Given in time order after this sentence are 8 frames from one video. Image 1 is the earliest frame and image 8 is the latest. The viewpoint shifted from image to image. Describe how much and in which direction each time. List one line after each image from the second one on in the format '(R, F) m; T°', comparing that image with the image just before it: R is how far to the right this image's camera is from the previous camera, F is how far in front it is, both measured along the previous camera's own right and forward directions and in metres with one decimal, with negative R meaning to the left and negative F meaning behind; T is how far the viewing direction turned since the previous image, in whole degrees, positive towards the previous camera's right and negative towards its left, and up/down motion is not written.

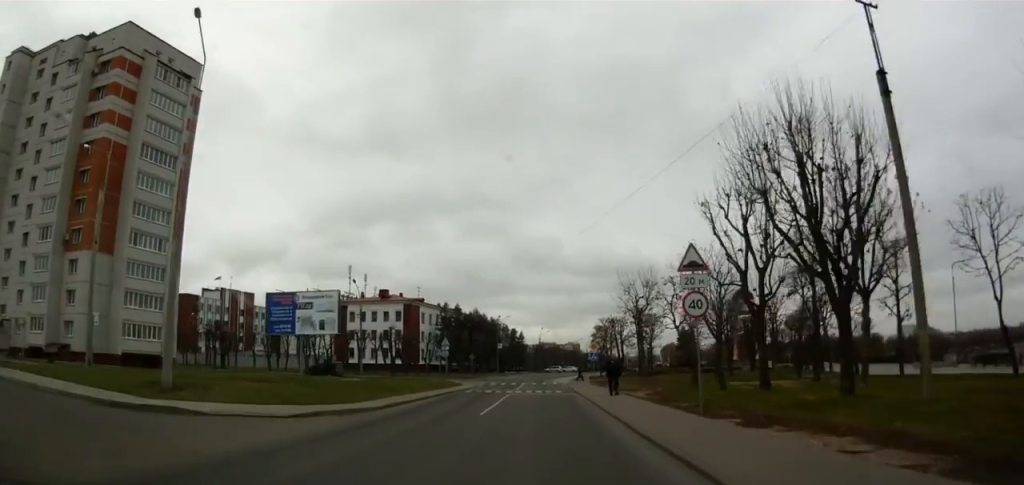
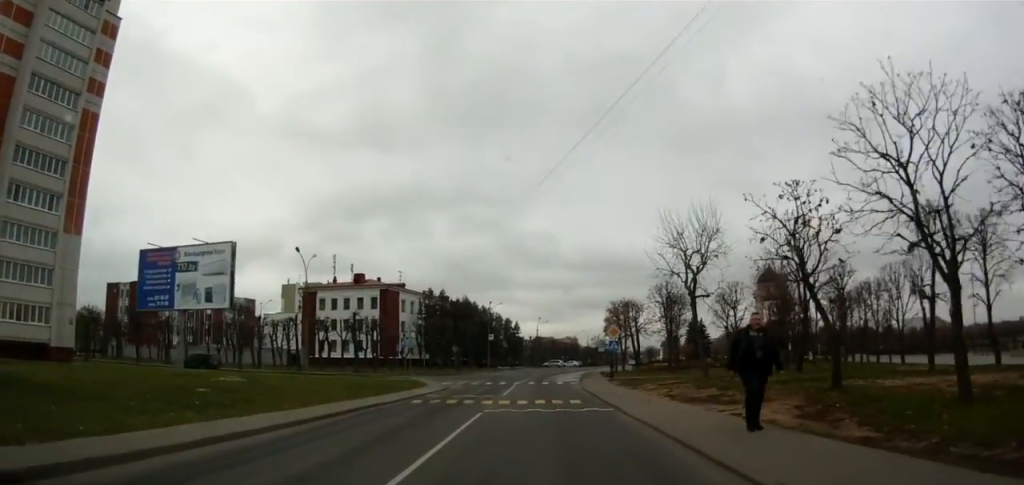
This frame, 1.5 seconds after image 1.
(-0.1, +15.2) m; -1°
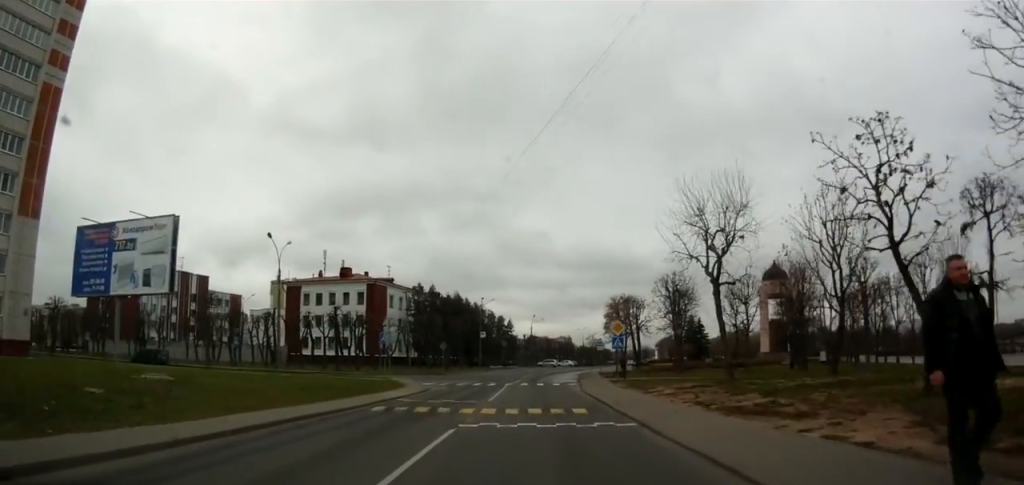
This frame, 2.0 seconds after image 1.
(0.0, +4.7) m; +1°
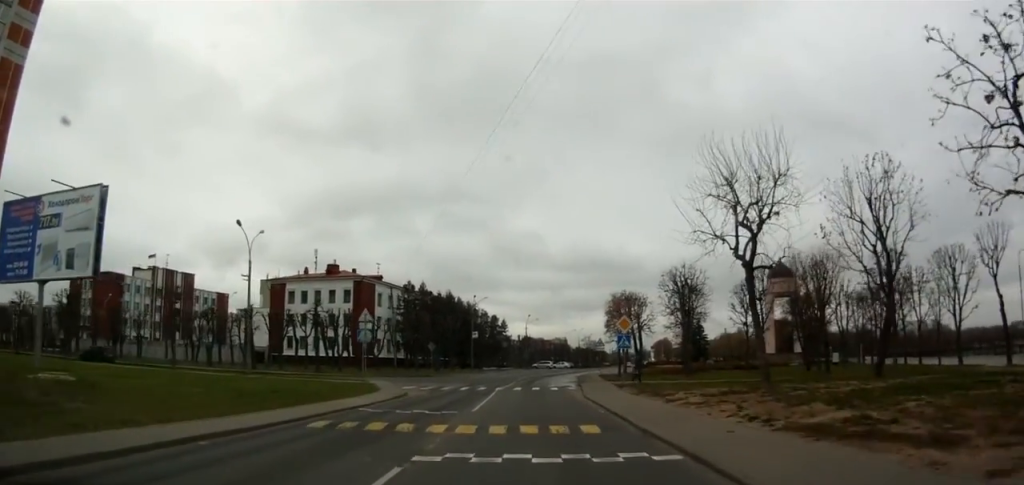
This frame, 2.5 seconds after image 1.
(-0.1, +4.5) m; +1°
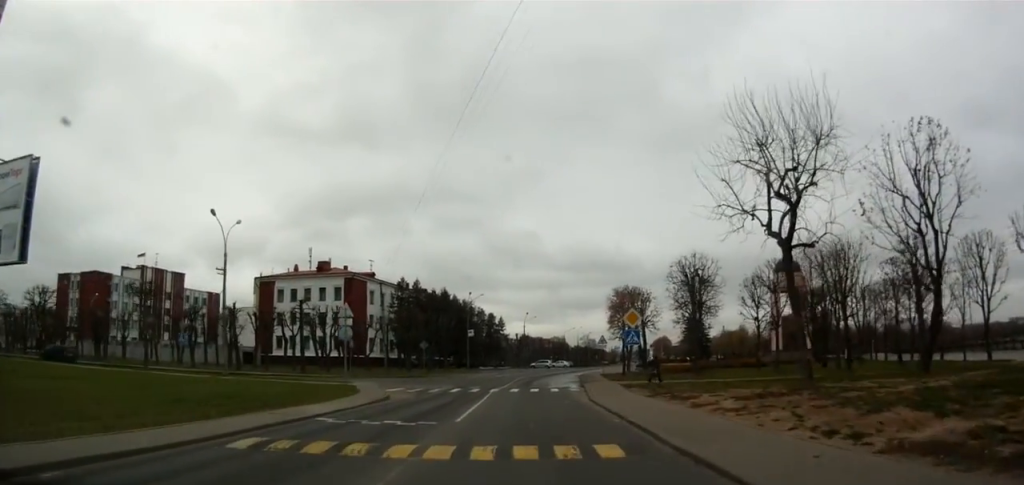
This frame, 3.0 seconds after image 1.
(+0.1, +3.4) m; +1°
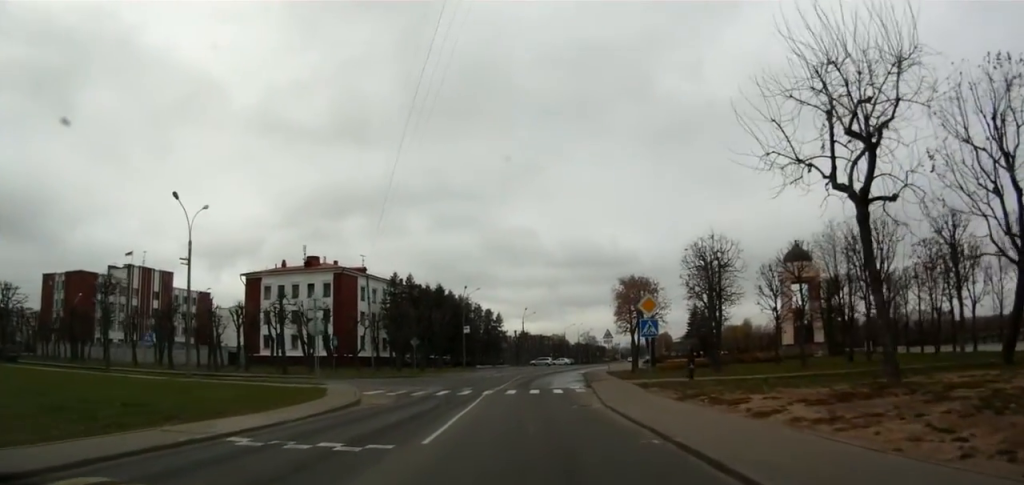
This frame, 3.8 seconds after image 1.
(+0.1, +4.9) m; 0°
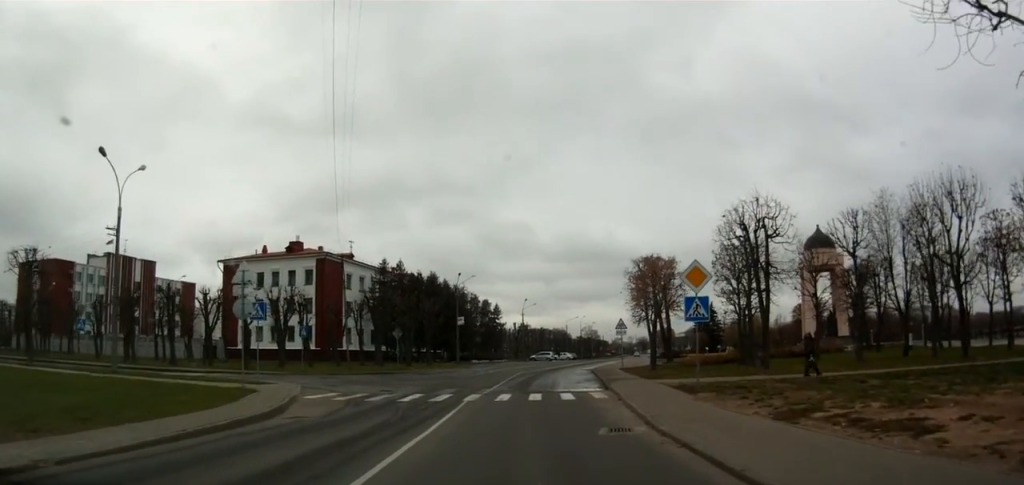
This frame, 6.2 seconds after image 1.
(-0.2, +9.6) m; +7°
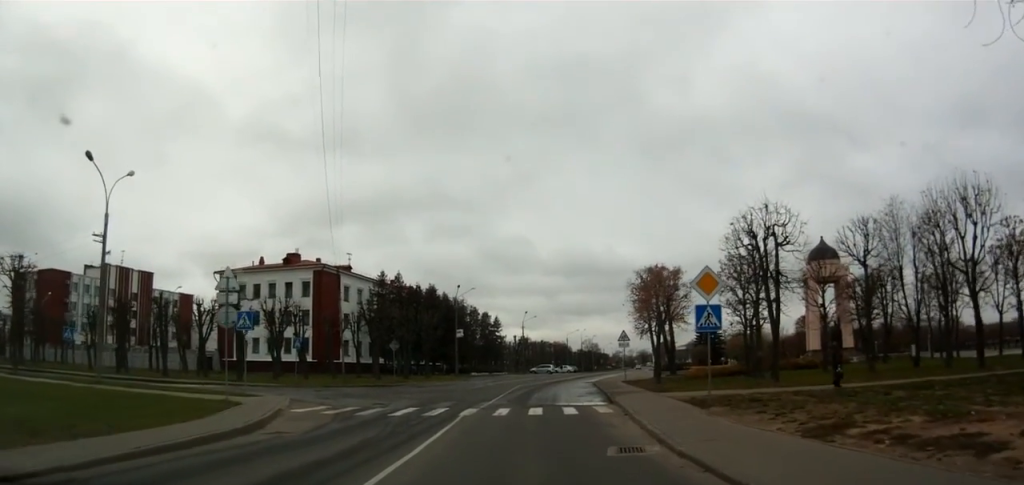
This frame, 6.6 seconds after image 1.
(+0.1, +1.4) m; +3°
